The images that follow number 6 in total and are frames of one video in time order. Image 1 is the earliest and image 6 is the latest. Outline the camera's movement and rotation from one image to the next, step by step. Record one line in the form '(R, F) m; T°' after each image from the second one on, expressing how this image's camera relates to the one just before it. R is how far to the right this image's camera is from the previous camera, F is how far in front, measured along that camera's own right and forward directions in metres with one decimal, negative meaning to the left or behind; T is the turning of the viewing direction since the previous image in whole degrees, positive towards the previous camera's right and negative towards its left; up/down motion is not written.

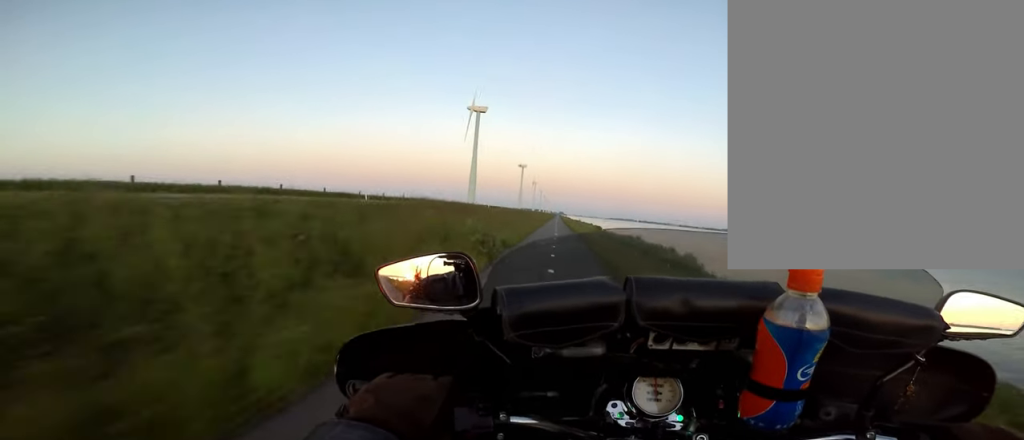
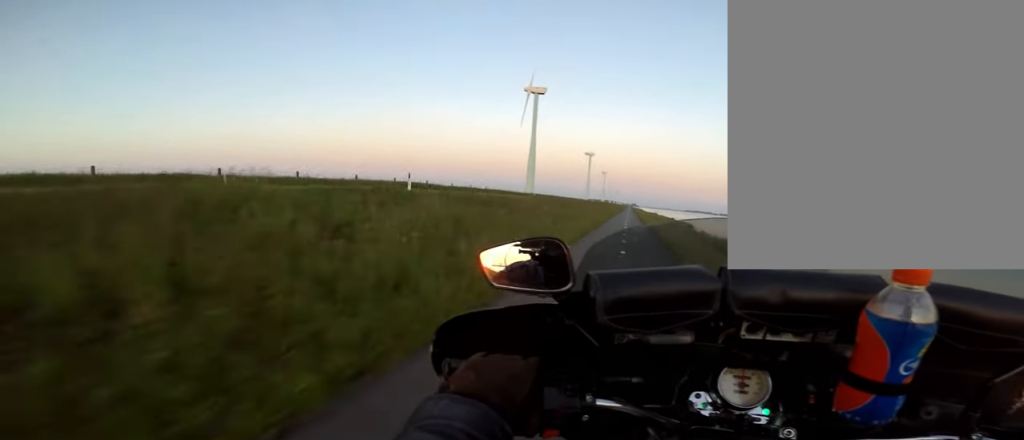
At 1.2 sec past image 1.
(-1.2, +18.9) m; 0°
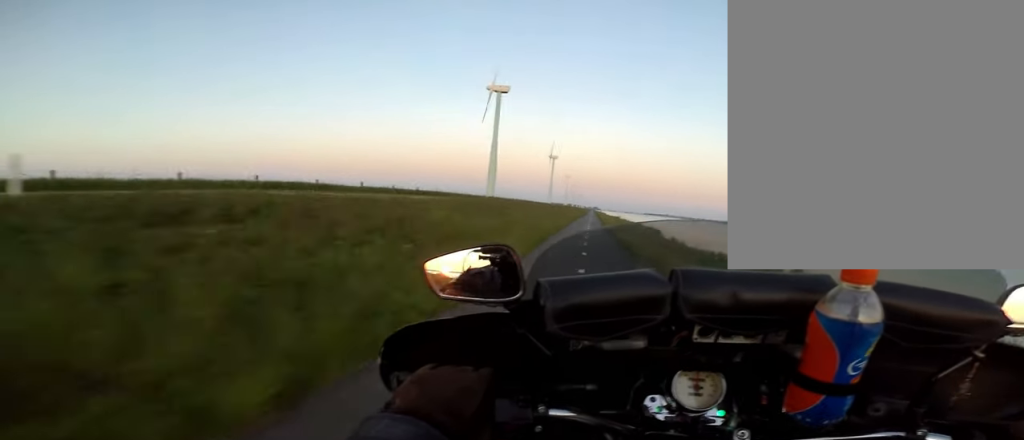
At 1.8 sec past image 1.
(+0.1, +8.6) m; +2°
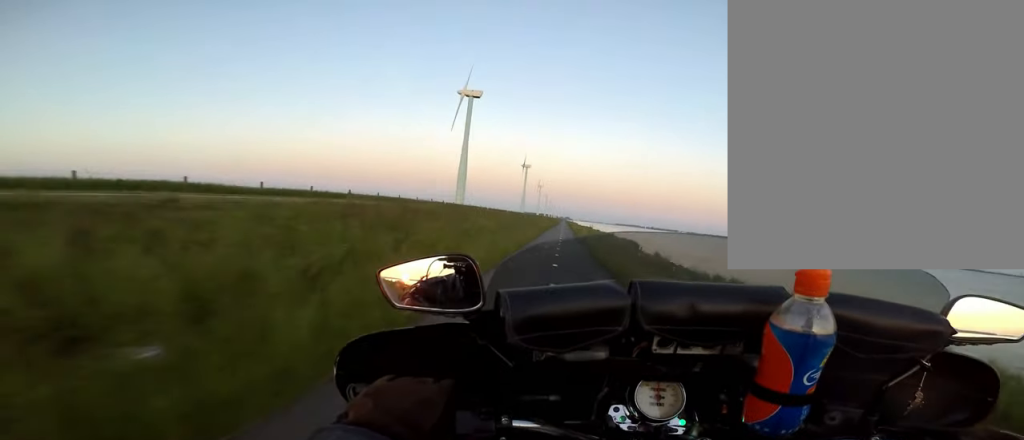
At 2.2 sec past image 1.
(+0.9, +6.6) m; +2°
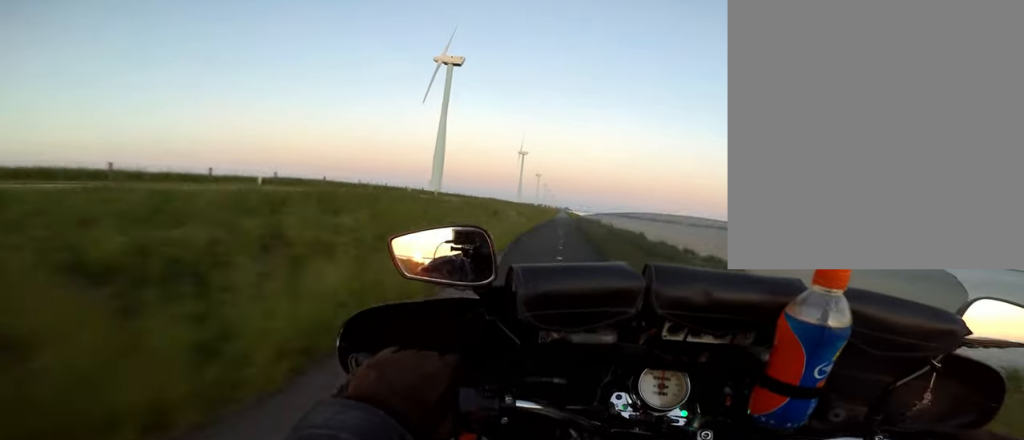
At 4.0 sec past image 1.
(-1.5, +29.8) m; -5°
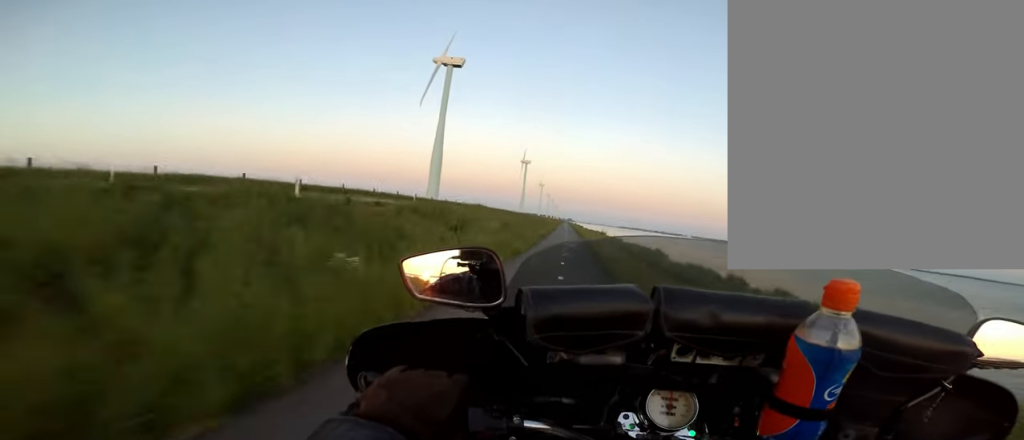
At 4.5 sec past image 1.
(-0.2, +7.1) m; 0°
